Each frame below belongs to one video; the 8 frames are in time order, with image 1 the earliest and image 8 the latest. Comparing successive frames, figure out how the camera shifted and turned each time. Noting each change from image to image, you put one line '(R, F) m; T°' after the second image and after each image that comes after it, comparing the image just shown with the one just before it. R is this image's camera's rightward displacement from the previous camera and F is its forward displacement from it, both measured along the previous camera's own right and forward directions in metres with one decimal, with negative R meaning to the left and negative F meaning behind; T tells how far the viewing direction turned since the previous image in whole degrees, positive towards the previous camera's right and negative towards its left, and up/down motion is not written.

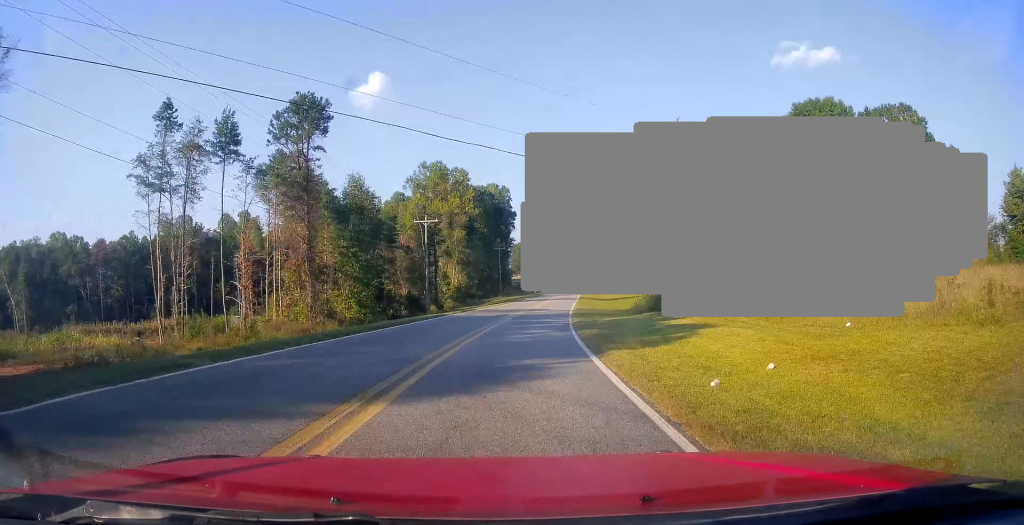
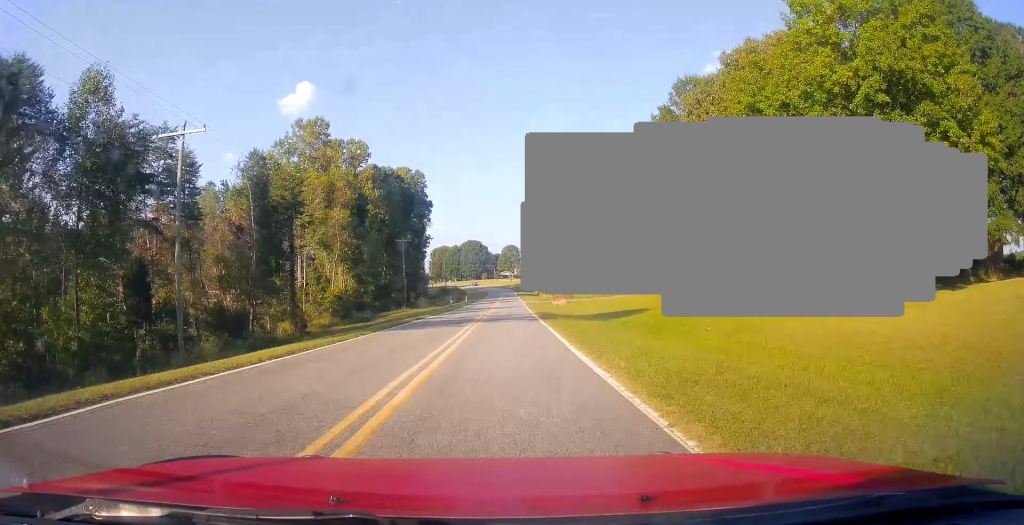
(+3.2, +37.1) m; +7°
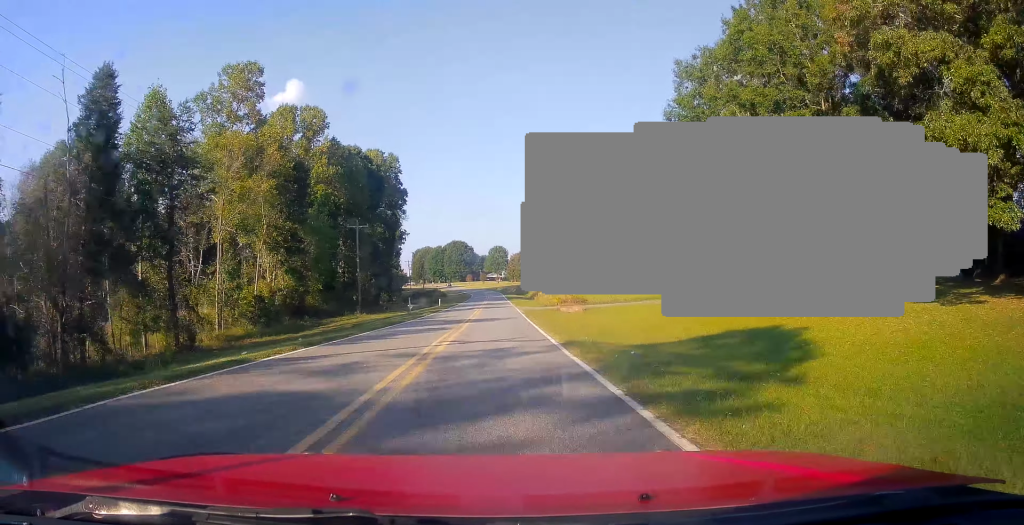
(+0.3, +22.0) m; +1°
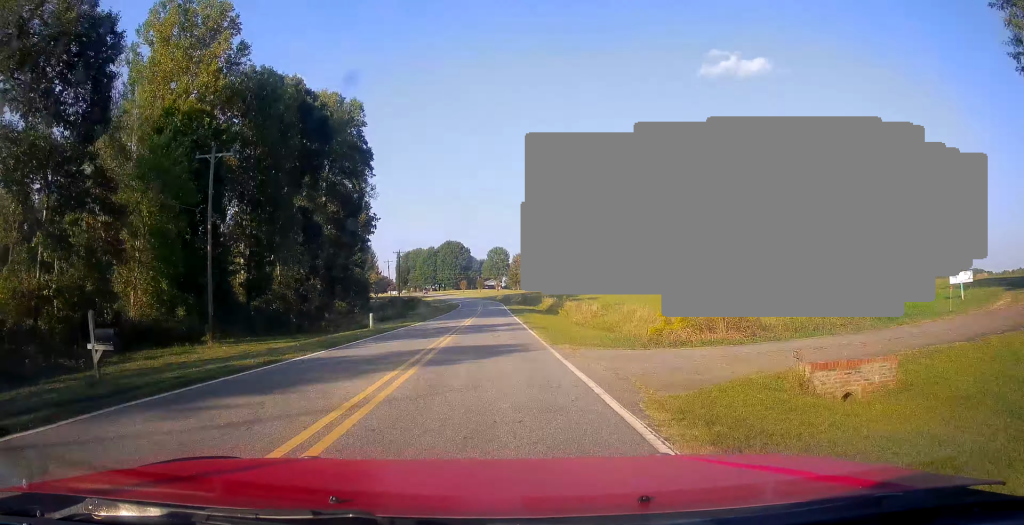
(+0.5, +36.2) m; +1°
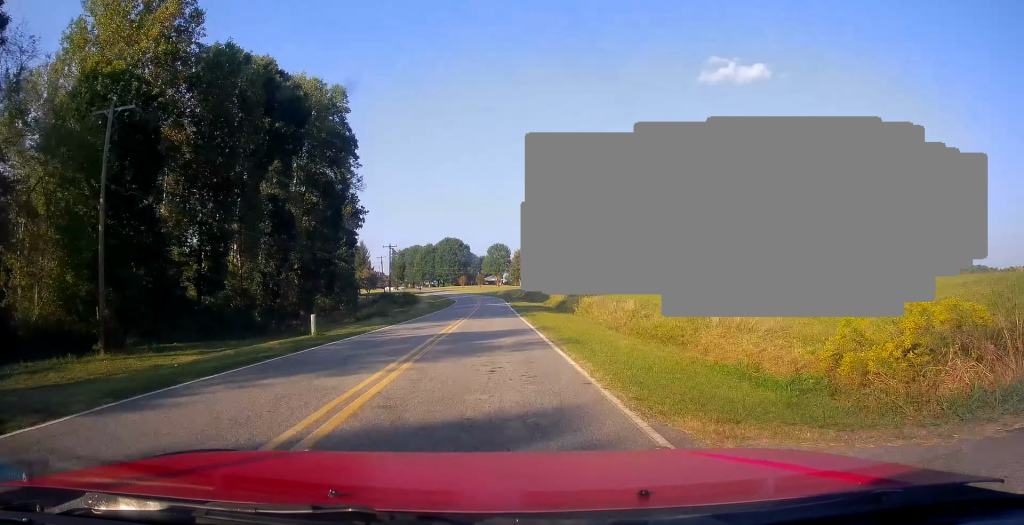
(+0.2, +10.2) m; 0°
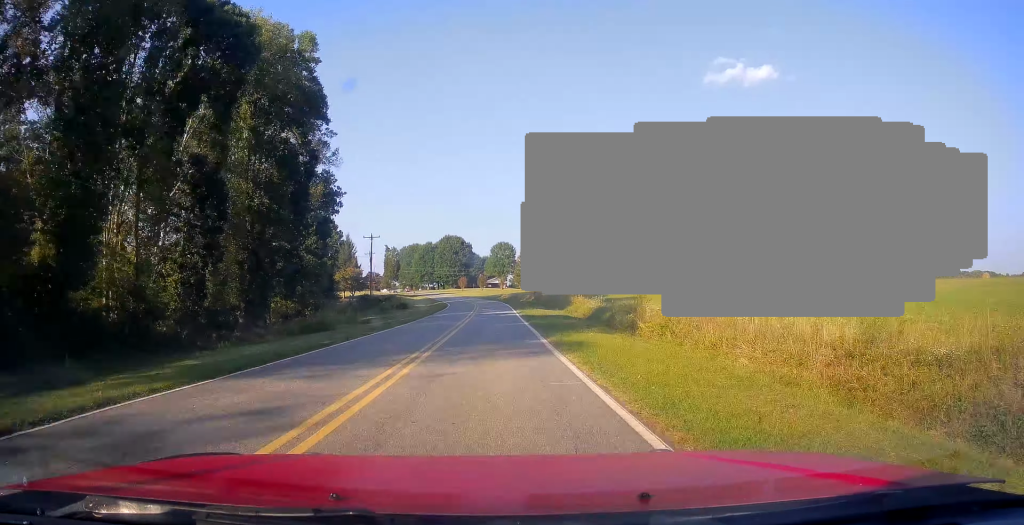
(-0.1, +17.8) m; -1°
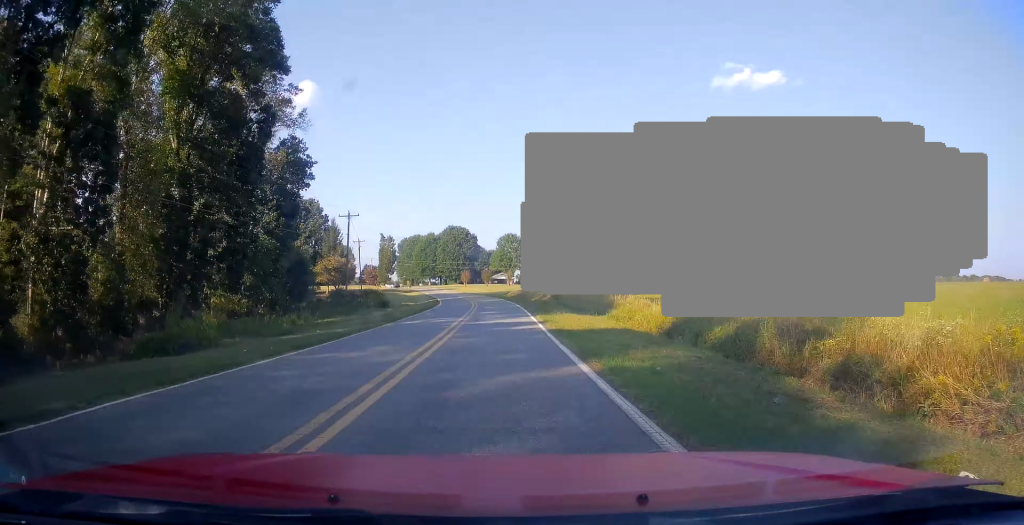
(-0.1, +17.1) m; -1°
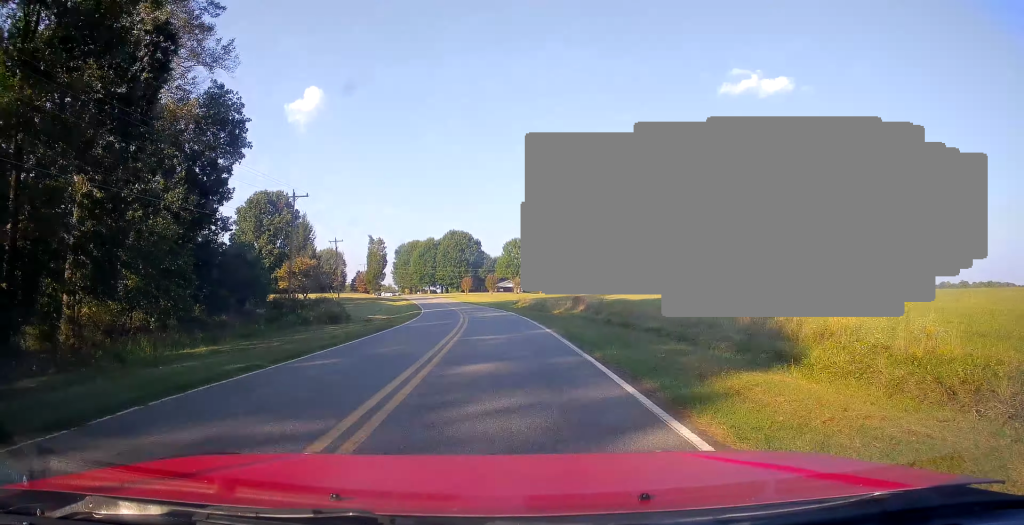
(-0.2, +20.1) m; -1°
